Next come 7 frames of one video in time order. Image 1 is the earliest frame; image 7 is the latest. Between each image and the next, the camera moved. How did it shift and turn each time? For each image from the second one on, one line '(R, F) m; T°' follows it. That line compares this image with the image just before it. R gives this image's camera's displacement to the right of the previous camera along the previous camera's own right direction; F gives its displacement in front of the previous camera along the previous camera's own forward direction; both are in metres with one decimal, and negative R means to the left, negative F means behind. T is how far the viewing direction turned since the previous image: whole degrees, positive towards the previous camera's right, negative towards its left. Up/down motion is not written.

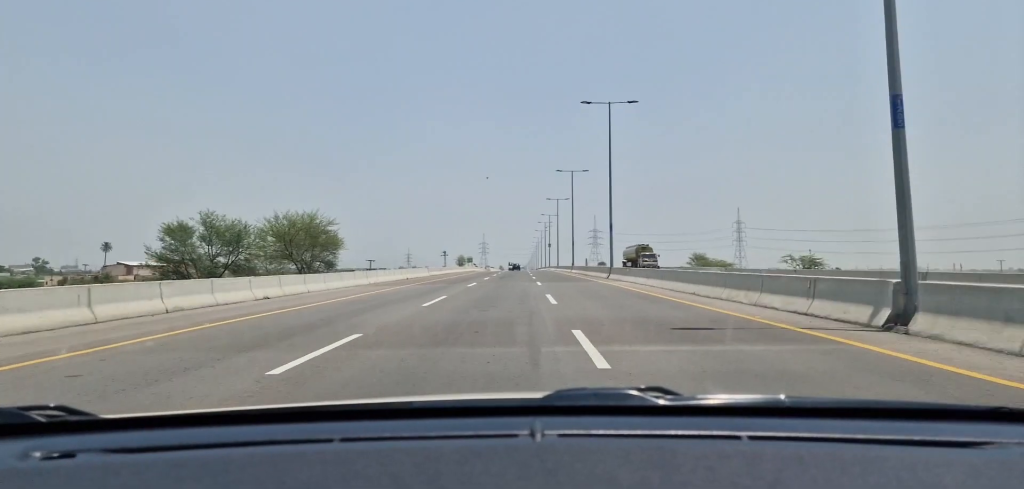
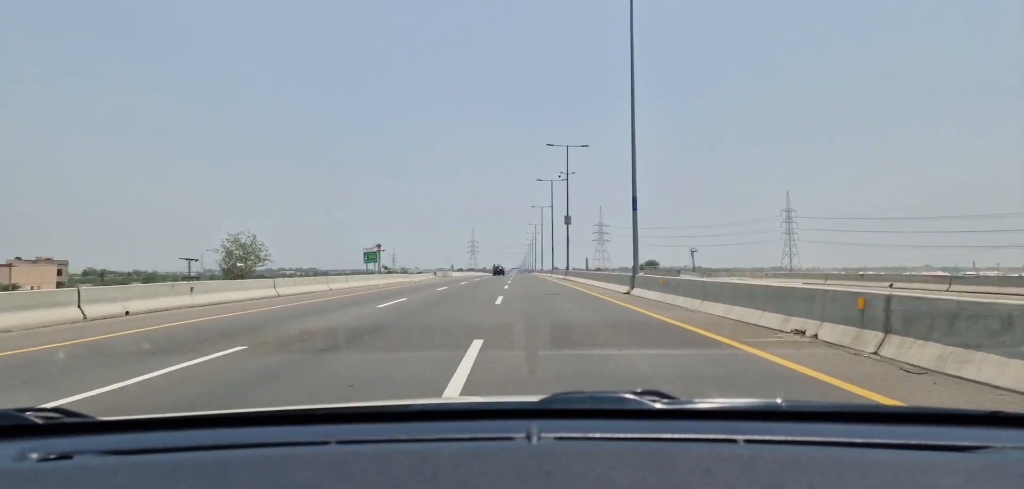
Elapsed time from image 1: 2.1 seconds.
(+1.0, +88.7) m; 0°
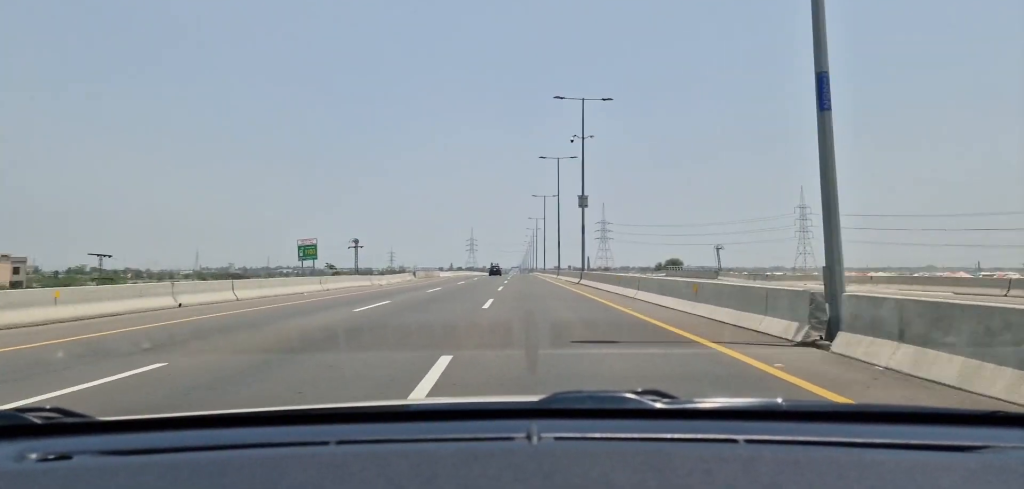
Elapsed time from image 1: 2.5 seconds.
(-0.2, +17.1) m; 0°
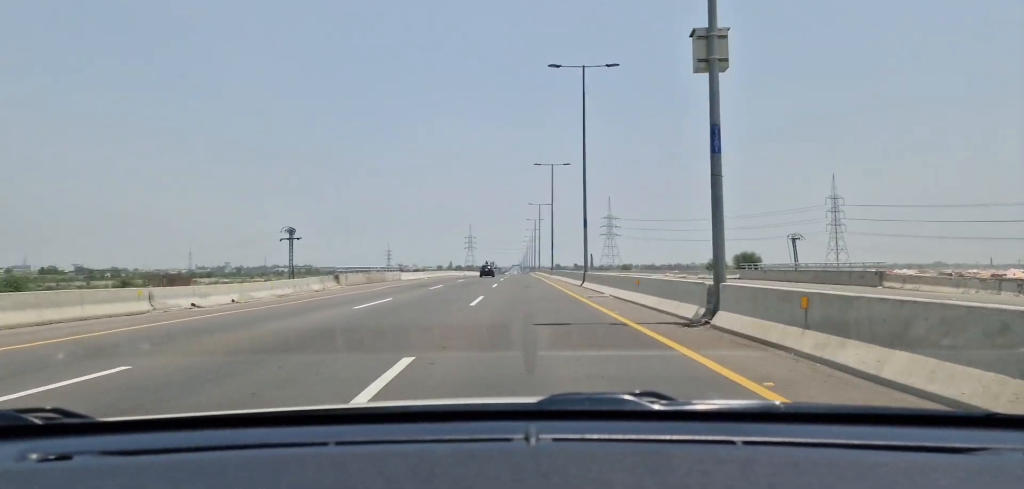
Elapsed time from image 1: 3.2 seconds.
(-0.1, +32.1) m; 0°
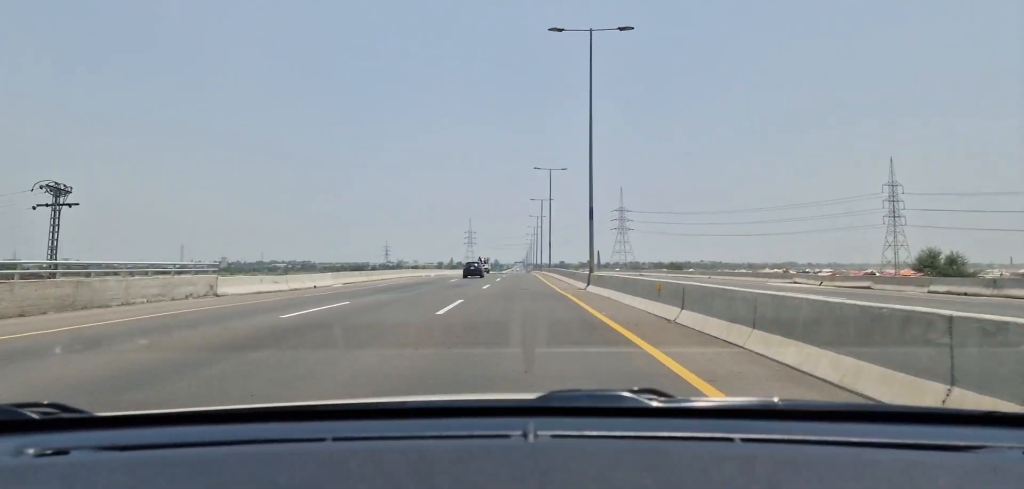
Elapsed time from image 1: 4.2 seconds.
(+0.2, +41.5) m; 0°
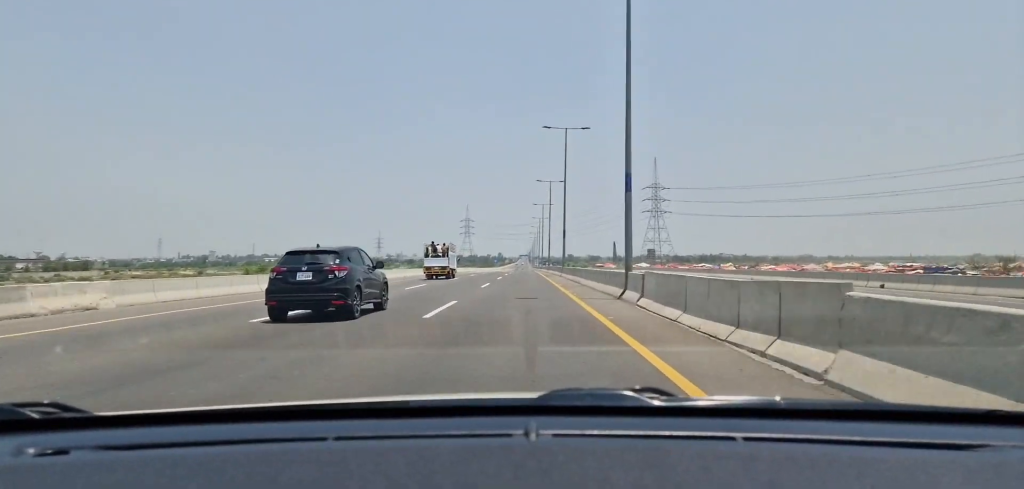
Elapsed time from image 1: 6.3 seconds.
(-0.8, +91.4) m; -1°
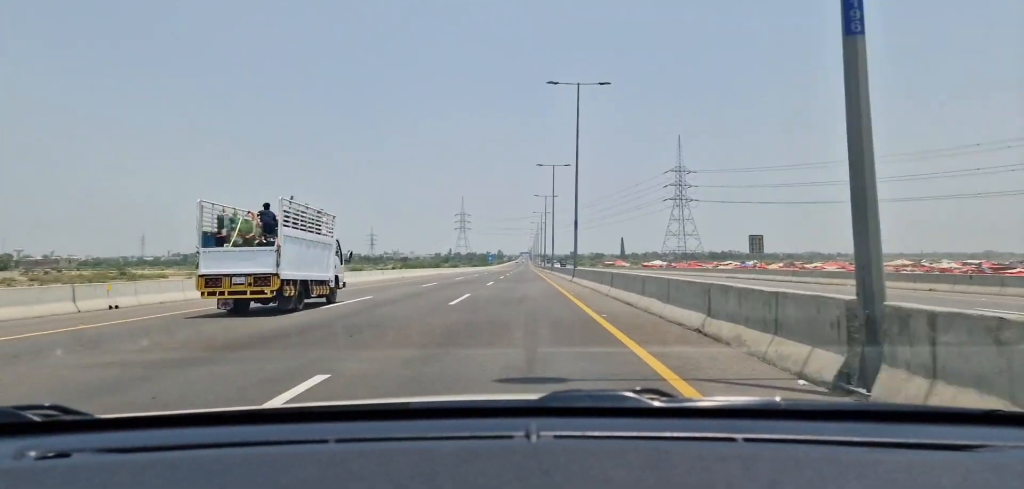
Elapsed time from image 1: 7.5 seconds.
(-0.4, +49.7) m; 0°
